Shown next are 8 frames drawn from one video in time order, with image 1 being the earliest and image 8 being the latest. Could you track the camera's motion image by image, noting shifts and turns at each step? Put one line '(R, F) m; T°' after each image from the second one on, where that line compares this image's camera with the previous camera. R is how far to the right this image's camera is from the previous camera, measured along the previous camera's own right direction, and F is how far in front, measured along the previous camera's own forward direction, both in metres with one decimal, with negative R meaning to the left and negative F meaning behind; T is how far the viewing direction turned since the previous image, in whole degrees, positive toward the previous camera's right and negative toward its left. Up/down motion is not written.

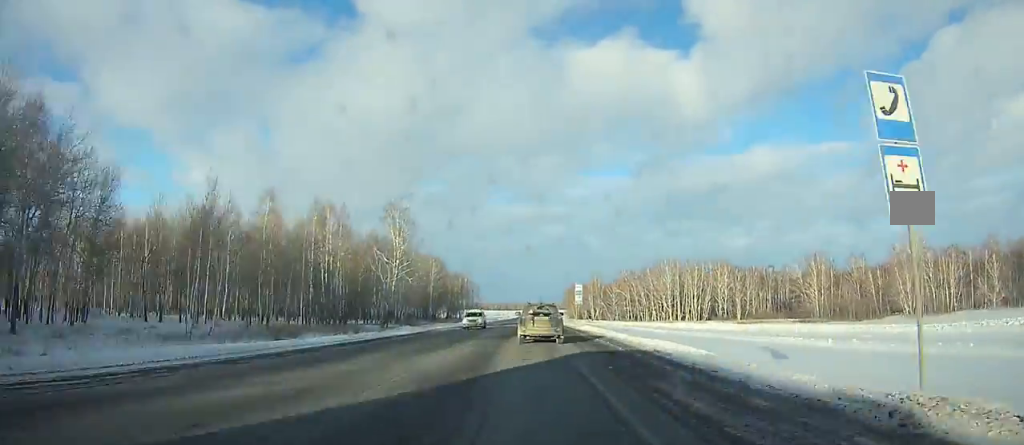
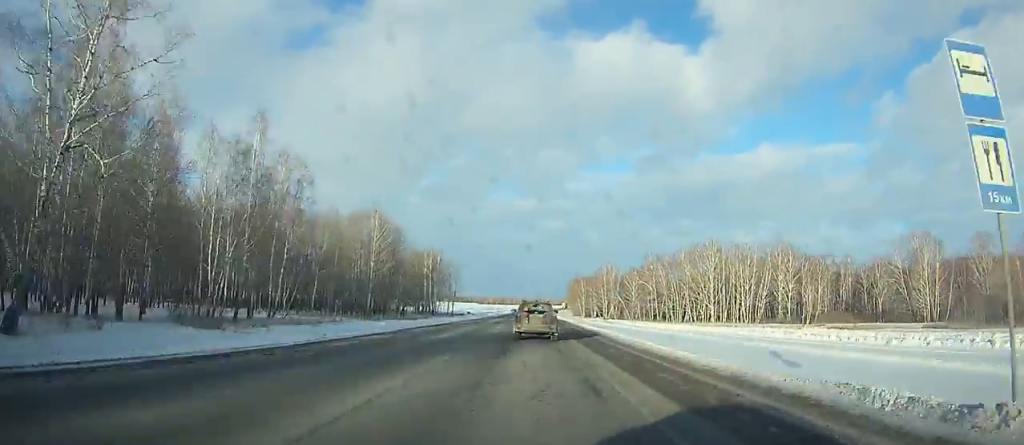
(0.0, +55.4) m; 0°
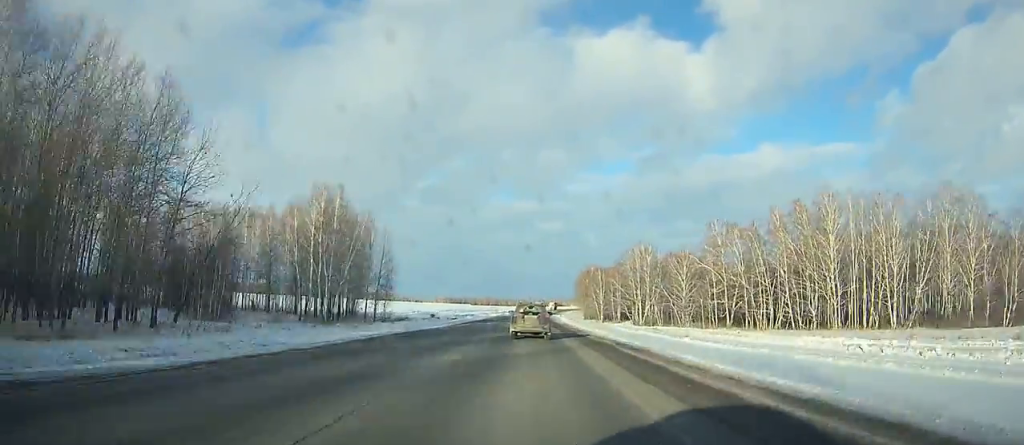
(+0.3, +73.0) m; 0°
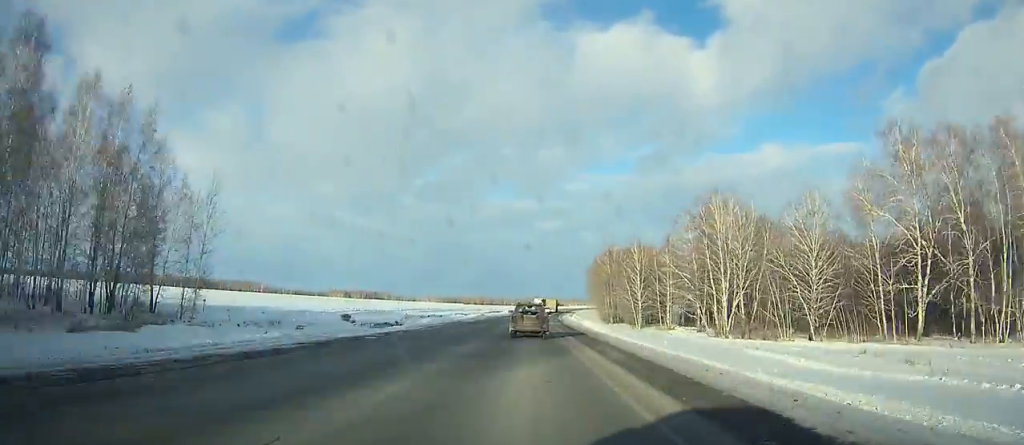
(+0.2, +64.0) m; +1°
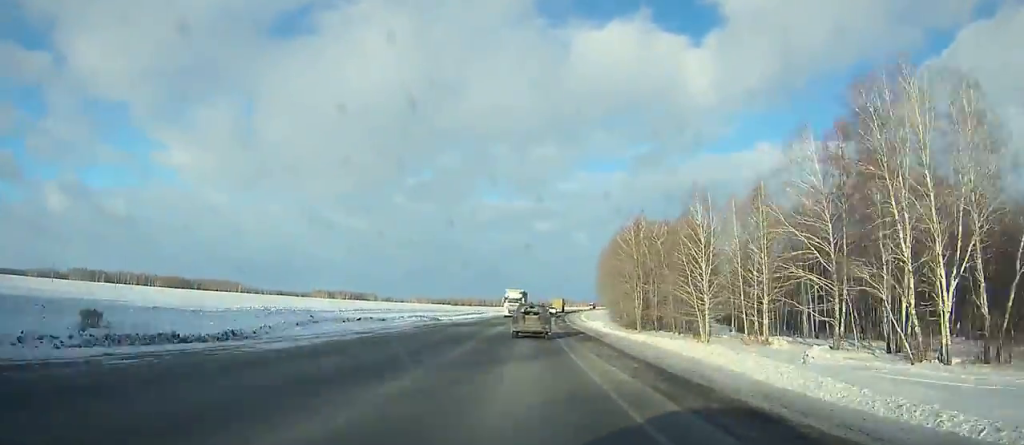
(+0.1, +46.9) m; +1°
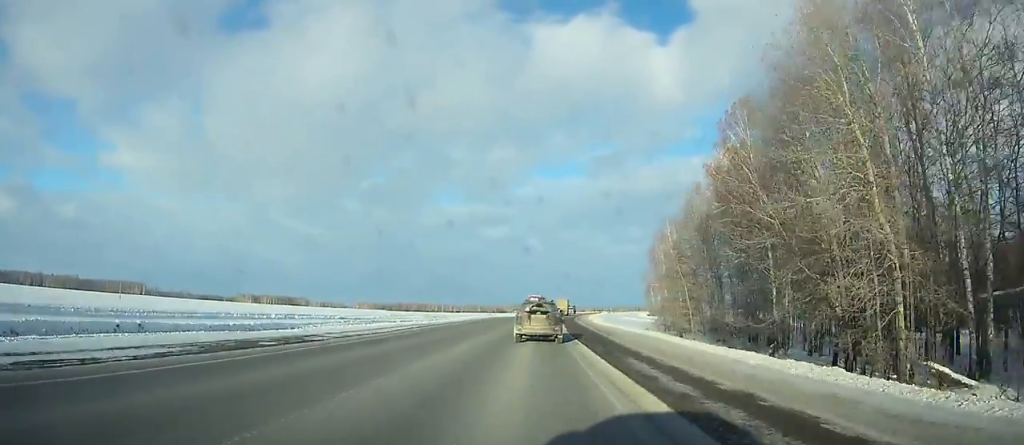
(+4.5, +130.0) m; +5°
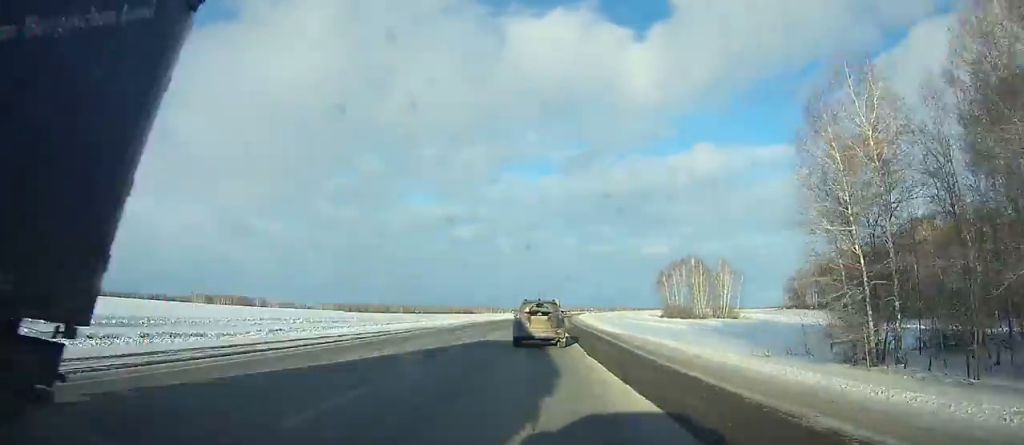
(+1.6, +64.7) m; +3°
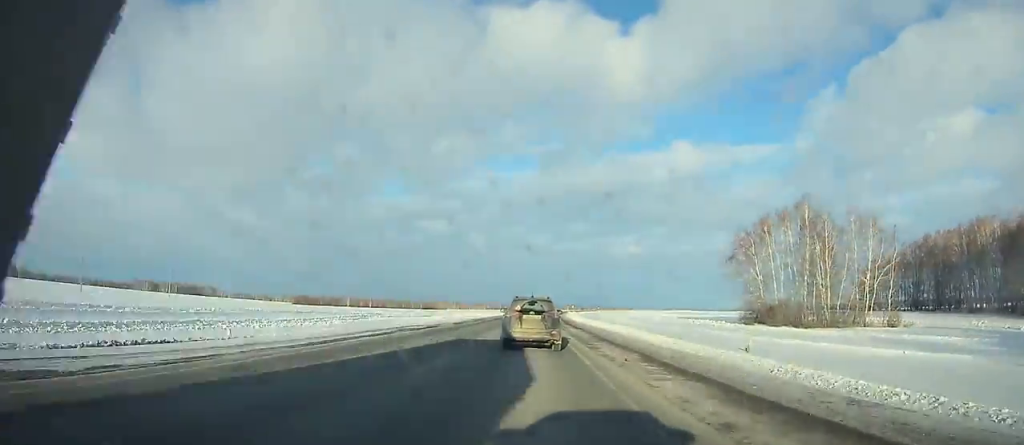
(+2.0, +79.8) m; +3°
